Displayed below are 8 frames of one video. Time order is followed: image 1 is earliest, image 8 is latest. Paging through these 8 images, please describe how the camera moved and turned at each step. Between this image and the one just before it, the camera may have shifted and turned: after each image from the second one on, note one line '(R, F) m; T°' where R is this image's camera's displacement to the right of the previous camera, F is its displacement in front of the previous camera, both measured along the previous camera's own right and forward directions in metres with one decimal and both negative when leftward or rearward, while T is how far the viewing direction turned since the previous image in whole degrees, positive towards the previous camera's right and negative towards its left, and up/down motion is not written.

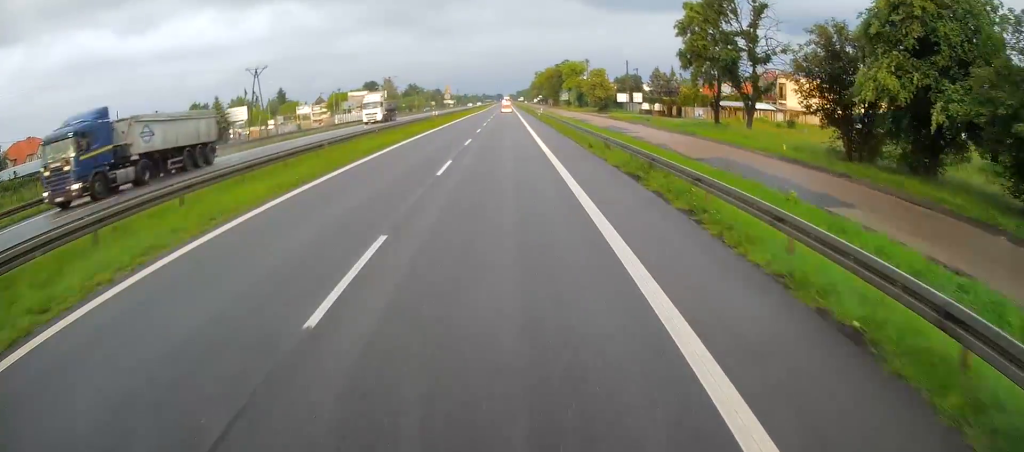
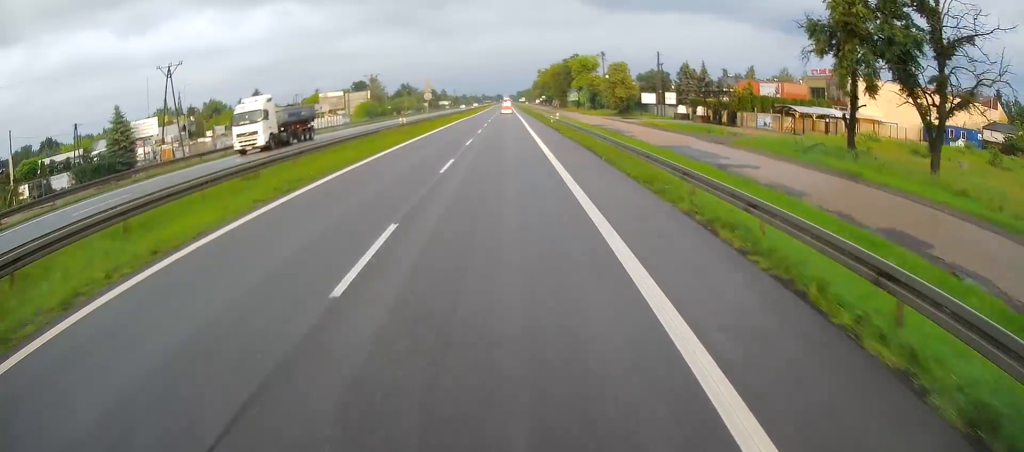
(0.0, +22.9) m; 0°
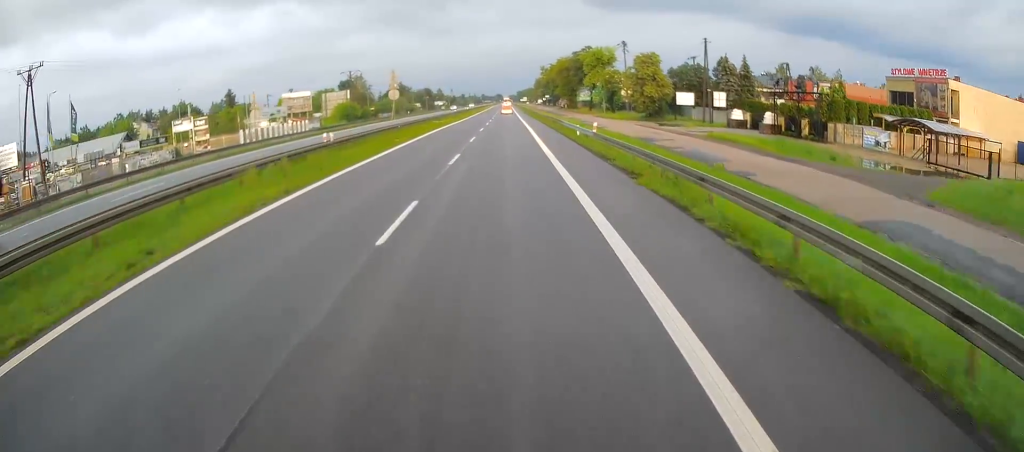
(-0.1, +21.4) m; -1°
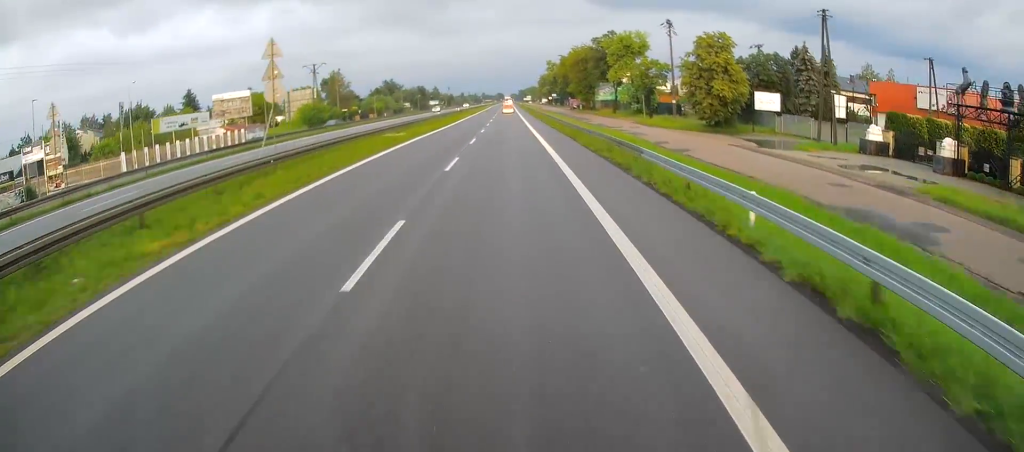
(-0.2, +26.3) m; 0°
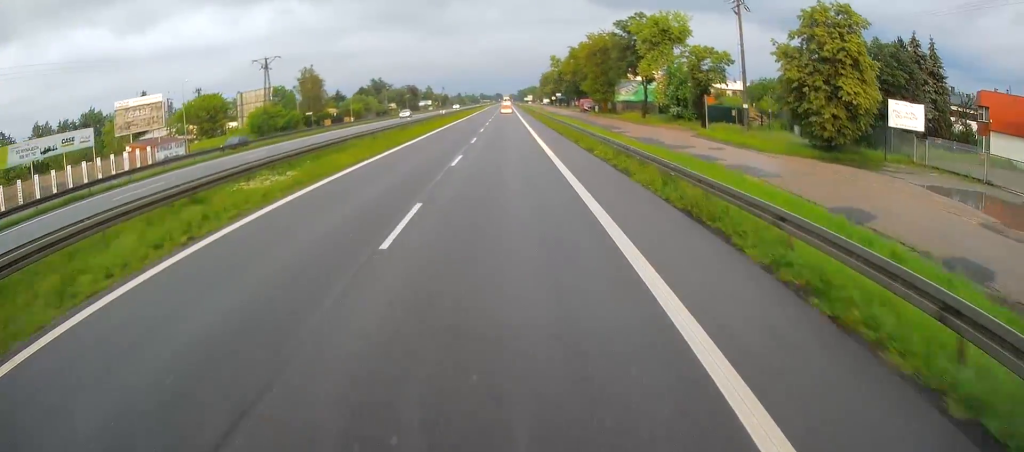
(0.0, +21.9) m; 0°
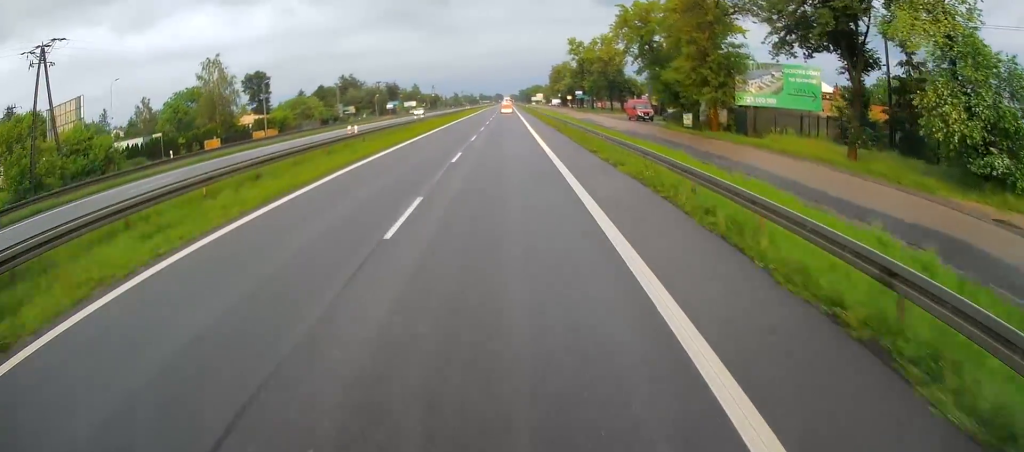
(+0.1, +47.8) m; 0°
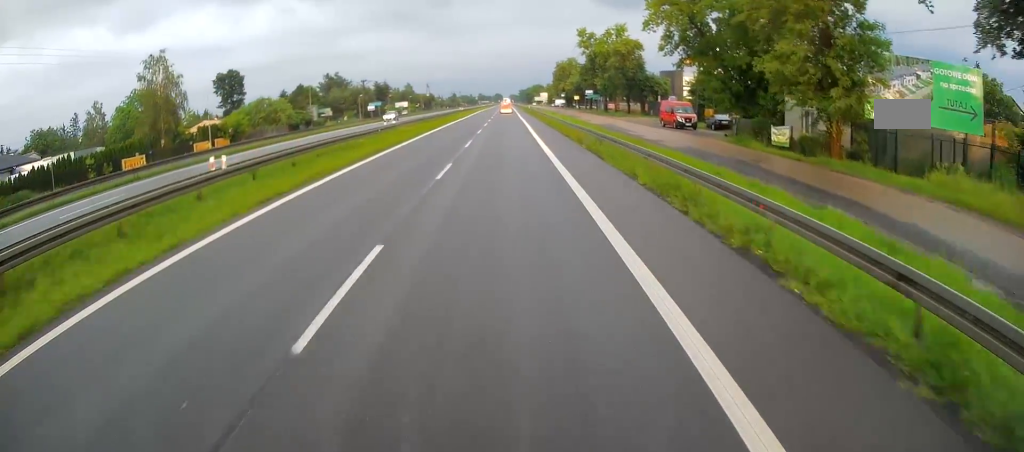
(+0.1, +16.7) m; 0°
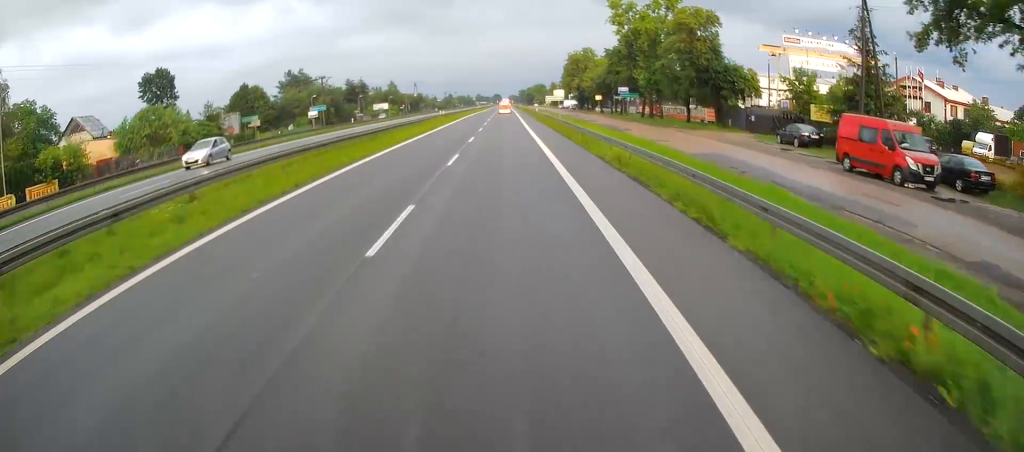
(-0.4, +33.0) m; -1°
